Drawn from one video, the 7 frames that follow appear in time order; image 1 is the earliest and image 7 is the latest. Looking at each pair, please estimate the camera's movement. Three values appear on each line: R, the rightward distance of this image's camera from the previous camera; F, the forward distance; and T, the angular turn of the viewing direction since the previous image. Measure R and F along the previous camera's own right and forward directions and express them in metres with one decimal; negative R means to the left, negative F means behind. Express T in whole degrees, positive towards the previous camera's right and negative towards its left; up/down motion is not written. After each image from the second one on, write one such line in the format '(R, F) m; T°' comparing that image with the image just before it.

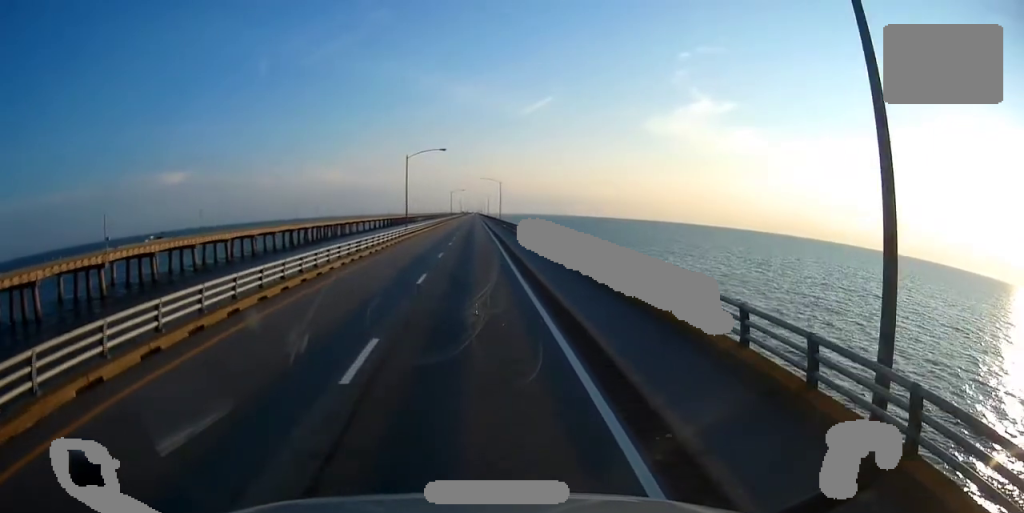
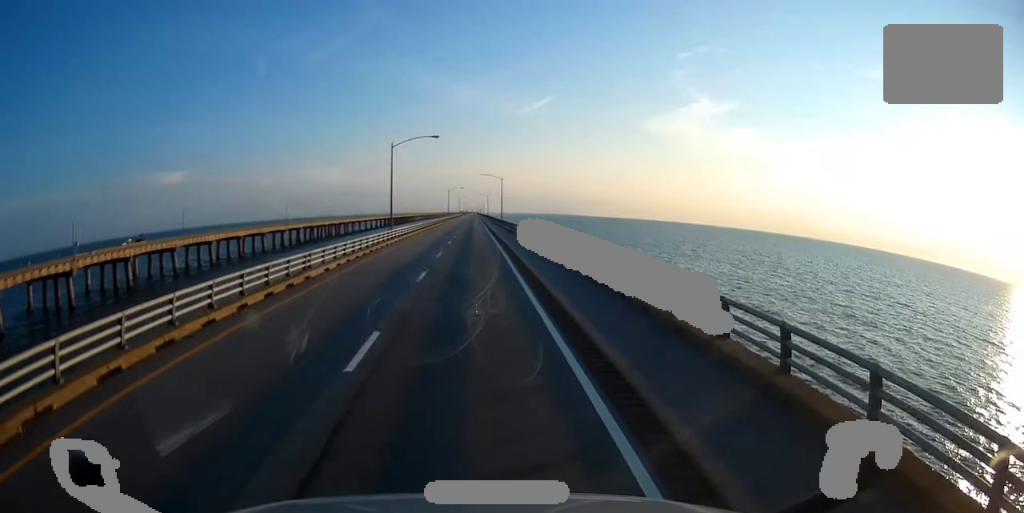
(0.0, +11.5) m; 0°
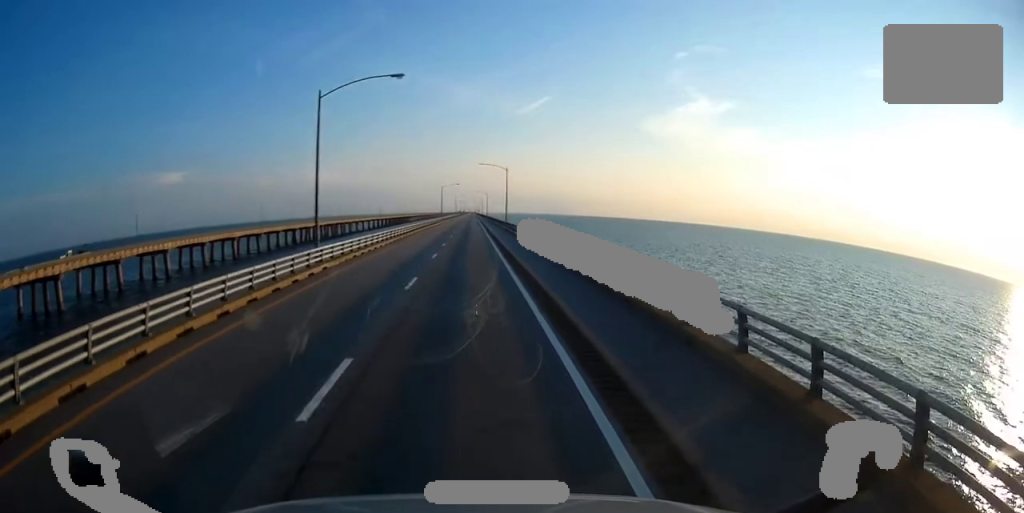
(+0.2, +26.2) m; 0°
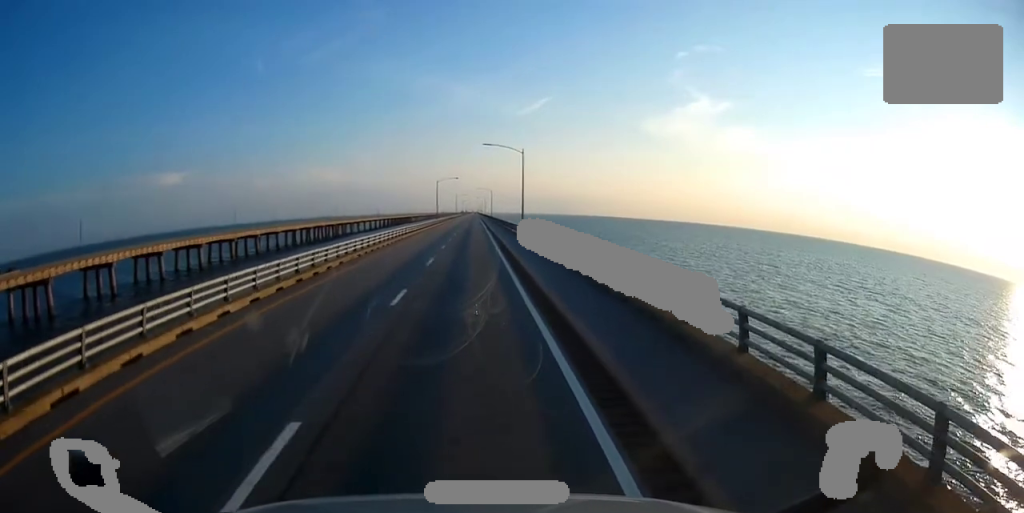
(-0.1, +27.2) m; -1°
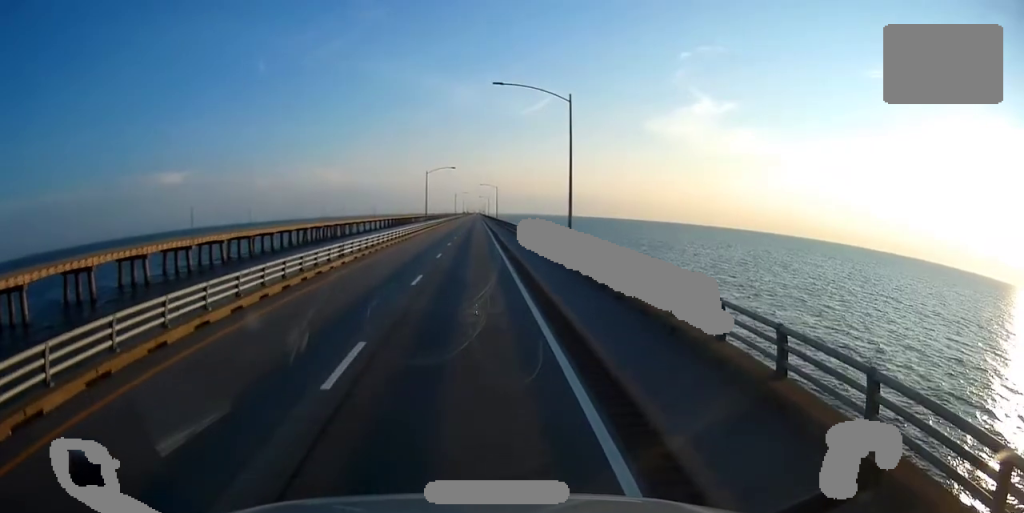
(-0.2, +31.3) m; 0°
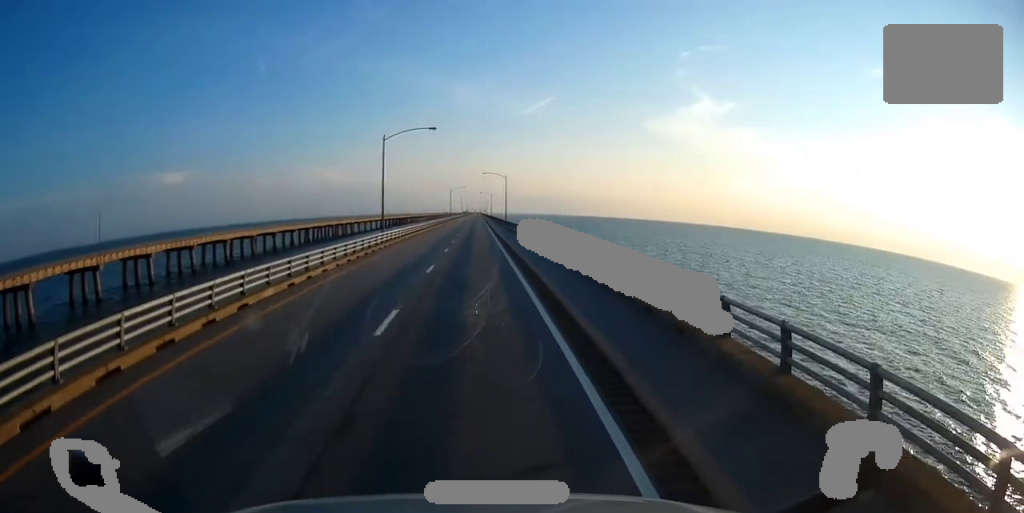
(0.0, +43.6) m; -1°
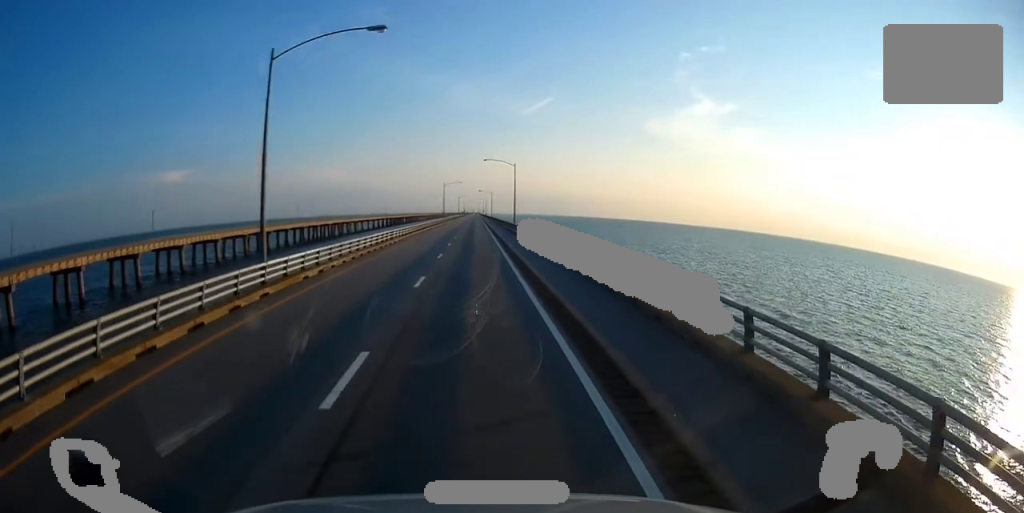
(-0.1, +28.0) m; 0°
